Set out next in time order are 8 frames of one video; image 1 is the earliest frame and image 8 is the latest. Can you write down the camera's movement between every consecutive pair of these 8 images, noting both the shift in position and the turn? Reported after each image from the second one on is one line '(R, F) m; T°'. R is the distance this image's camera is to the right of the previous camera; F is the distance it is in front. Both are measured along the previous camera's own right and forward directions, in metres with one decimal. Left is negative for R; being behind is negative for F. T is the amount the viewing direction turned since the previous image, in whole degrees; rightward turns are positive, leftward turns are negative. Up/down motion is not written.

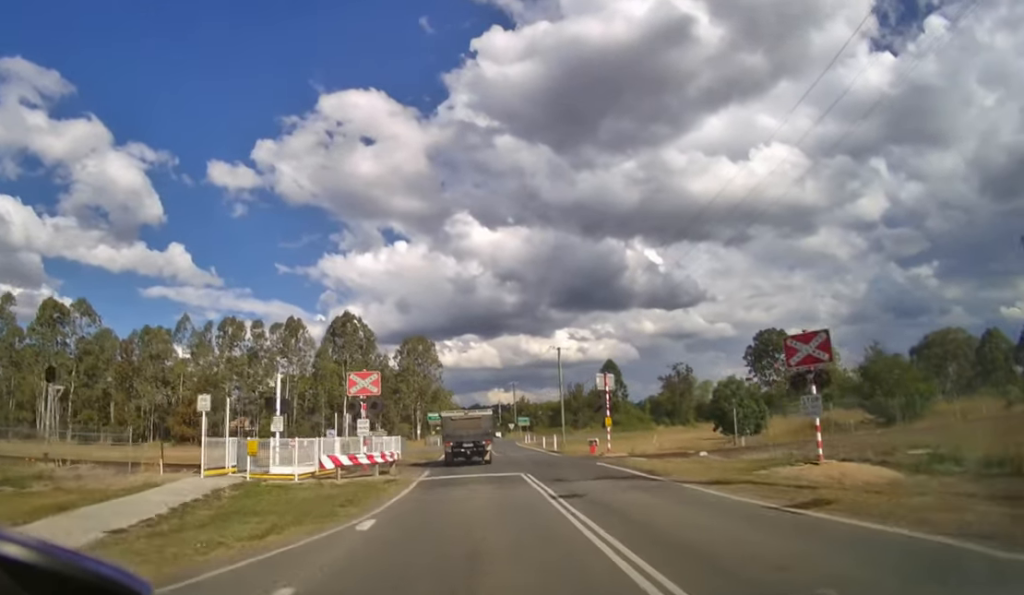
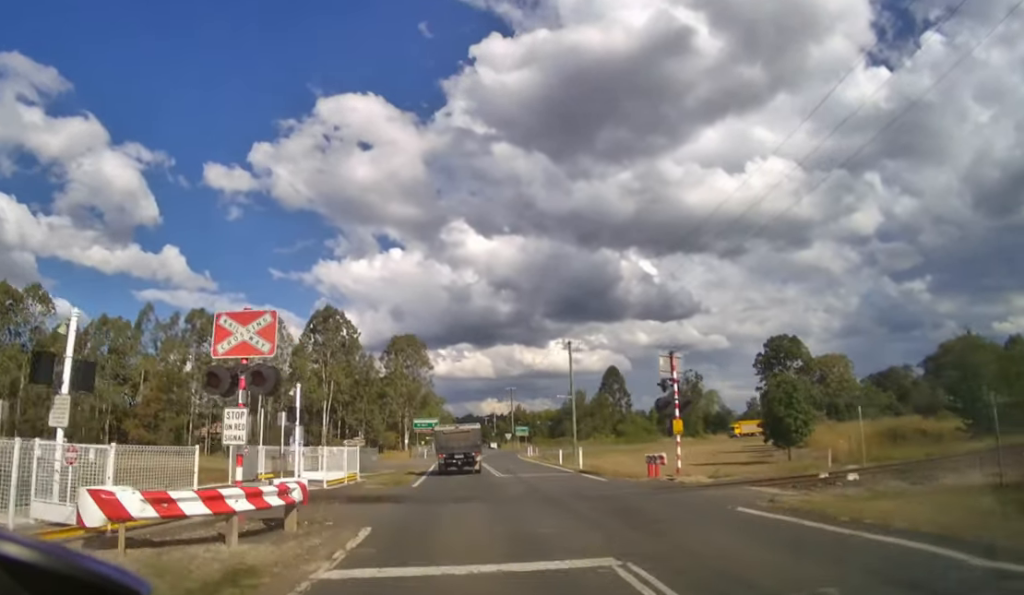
(+0.1, +7.7) m; +2°
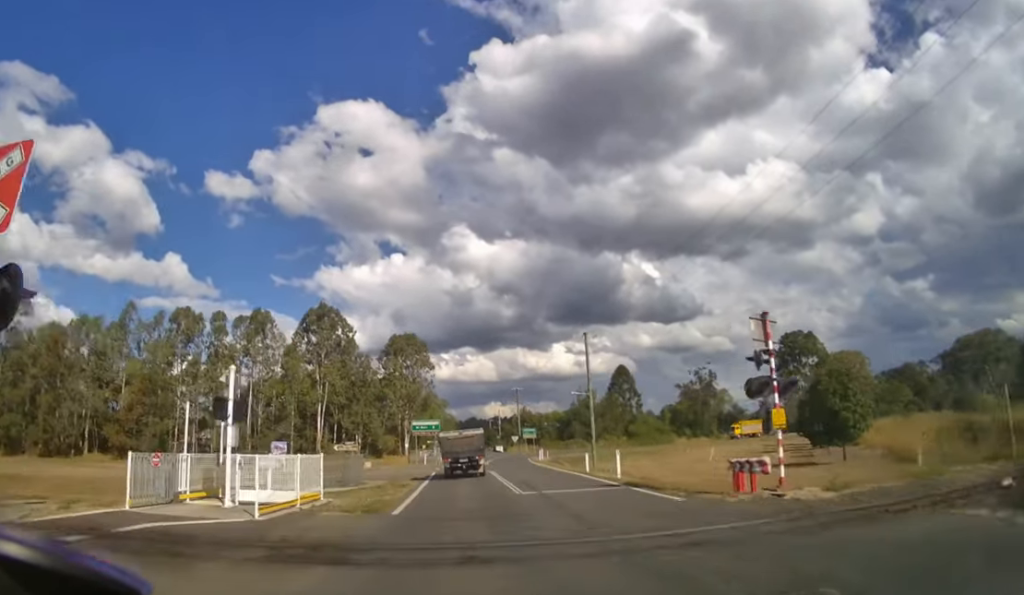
(+0.1, +4.9) m; +1°
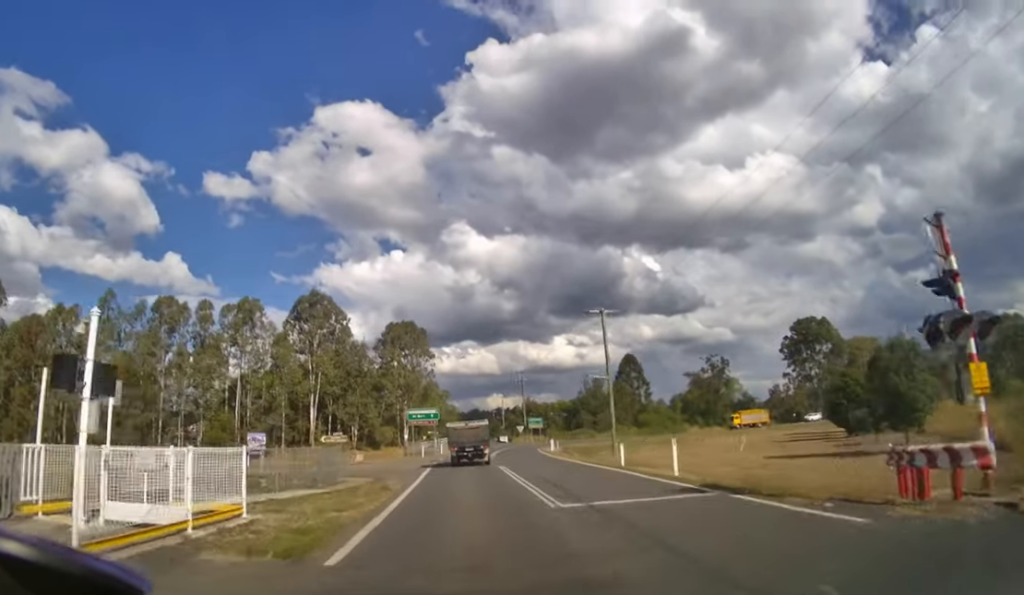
(0.0, +4.6) m; +1°
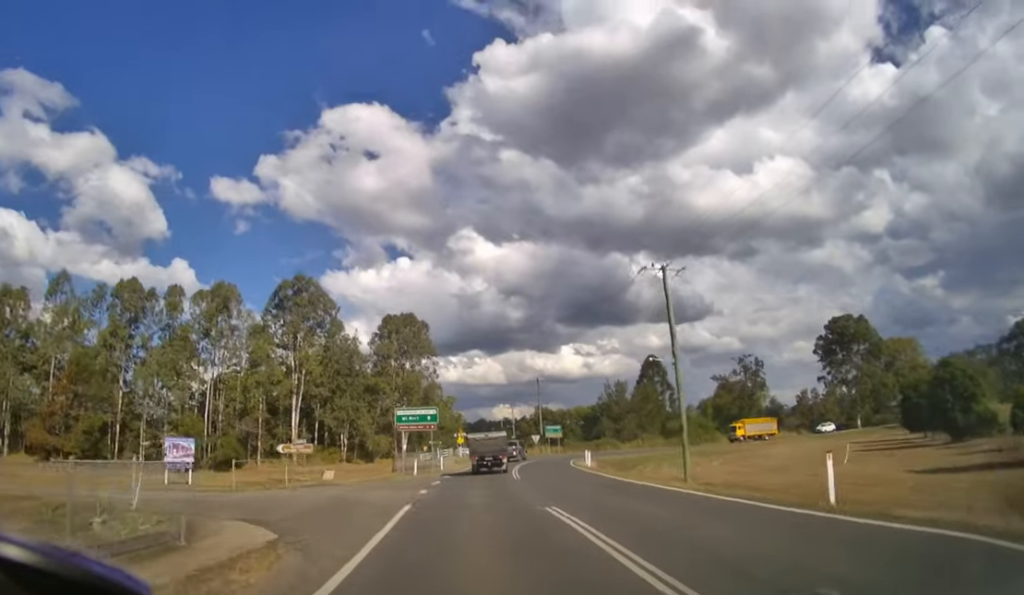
(+0.1, +10.9) m; 0°
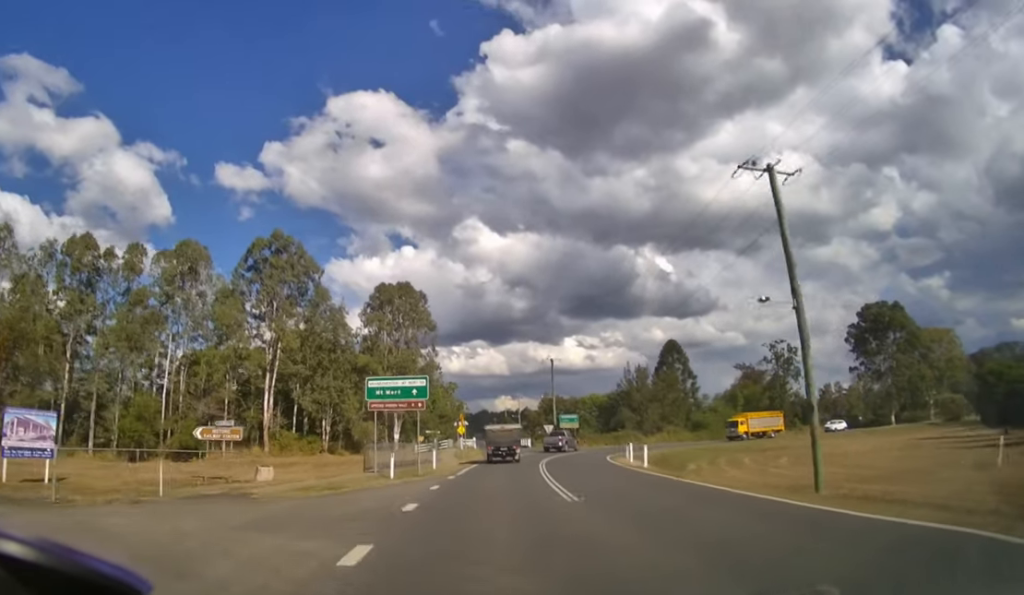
(-0.1, +10.4) m; +1°
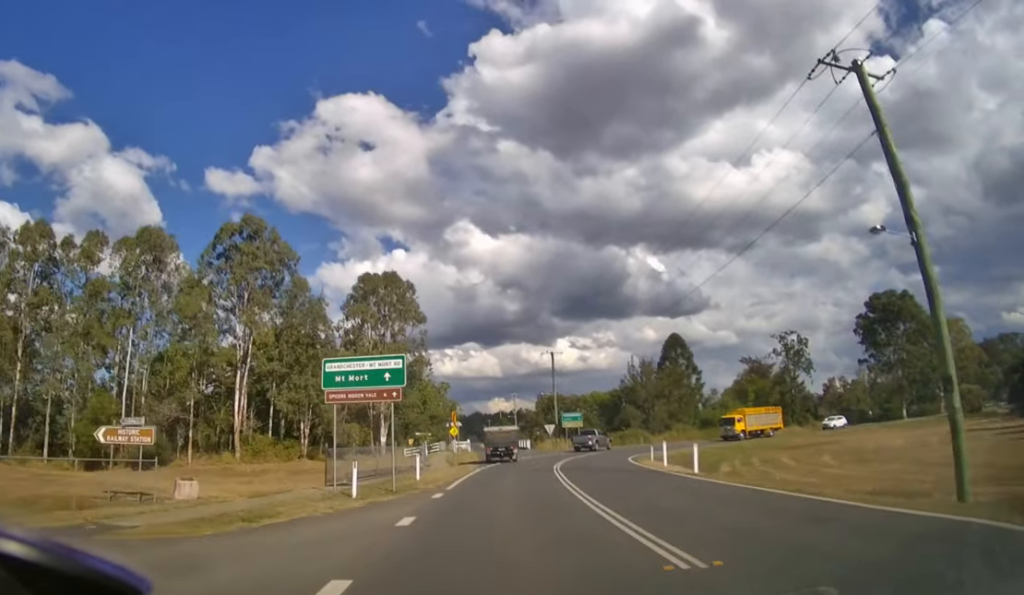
(0.0, +6.0) m; +1°
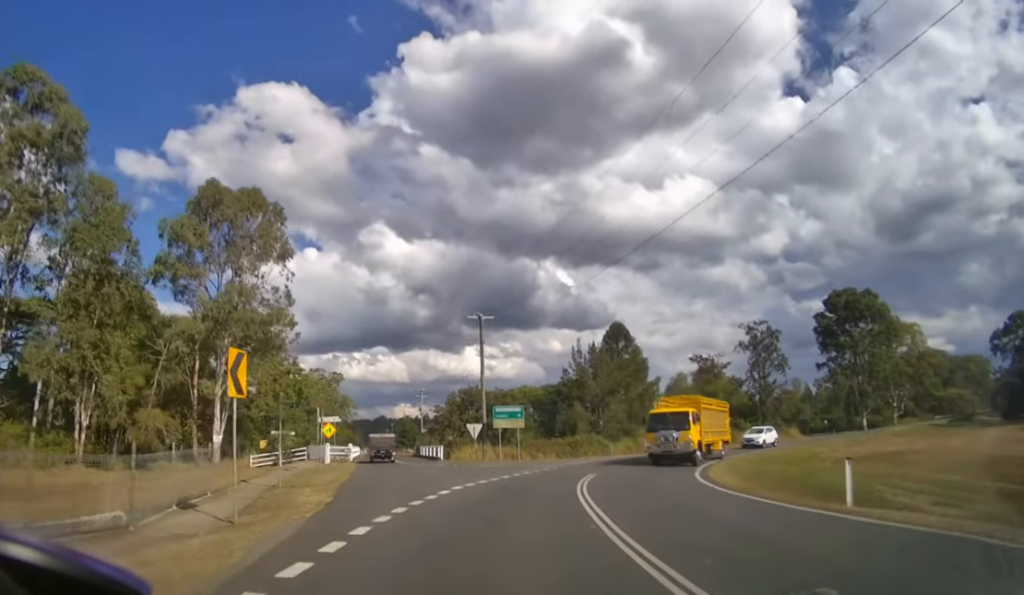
(+1.5, +24.8) m; +9°
